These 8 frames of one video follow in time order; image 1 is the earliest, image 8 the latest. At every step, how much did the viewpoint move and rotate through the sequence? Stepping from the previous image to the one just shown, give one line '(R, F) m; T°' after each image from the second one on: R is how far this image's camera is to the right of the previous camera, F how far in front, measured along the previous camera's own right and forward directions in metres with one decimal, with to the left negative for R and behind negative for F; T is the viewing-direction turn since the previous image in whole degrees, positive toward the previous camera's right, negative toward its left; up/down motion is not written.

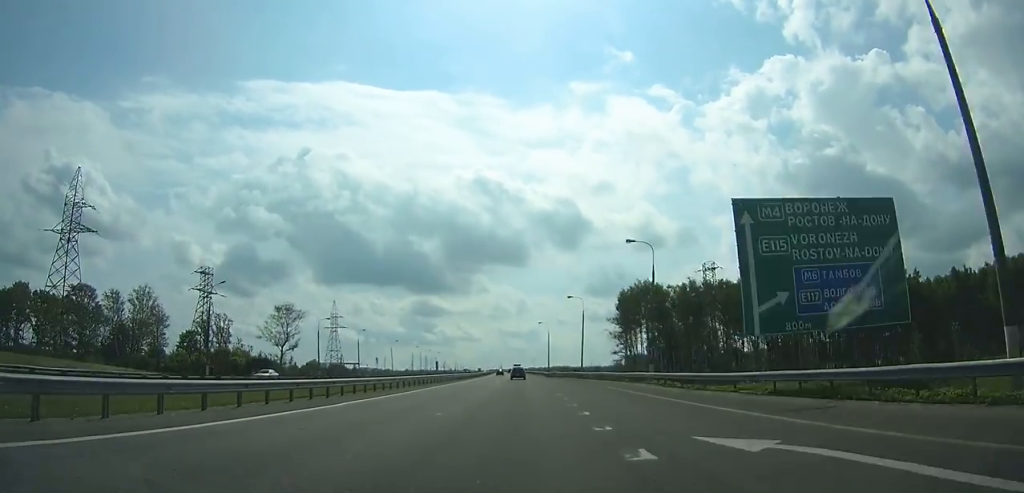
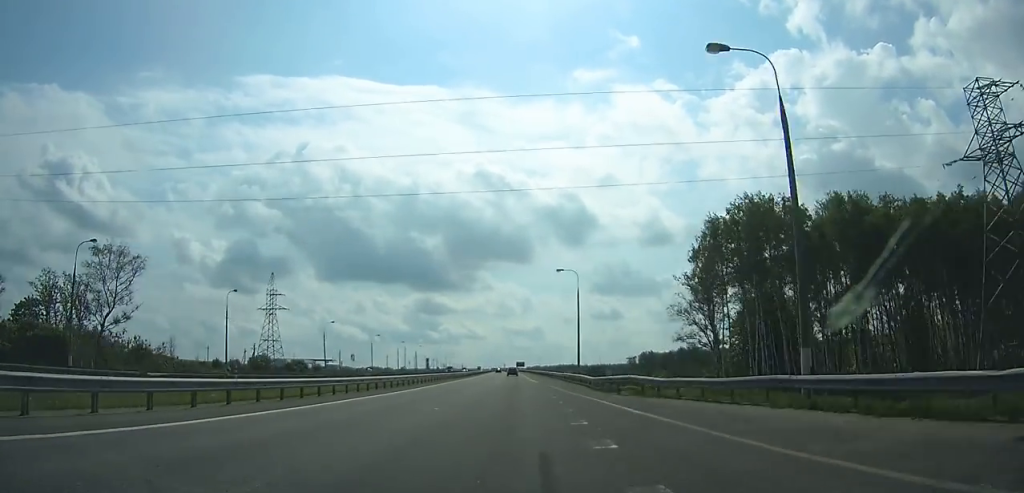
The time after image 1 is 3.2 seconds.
(+0.1, +56.3) m; 0°
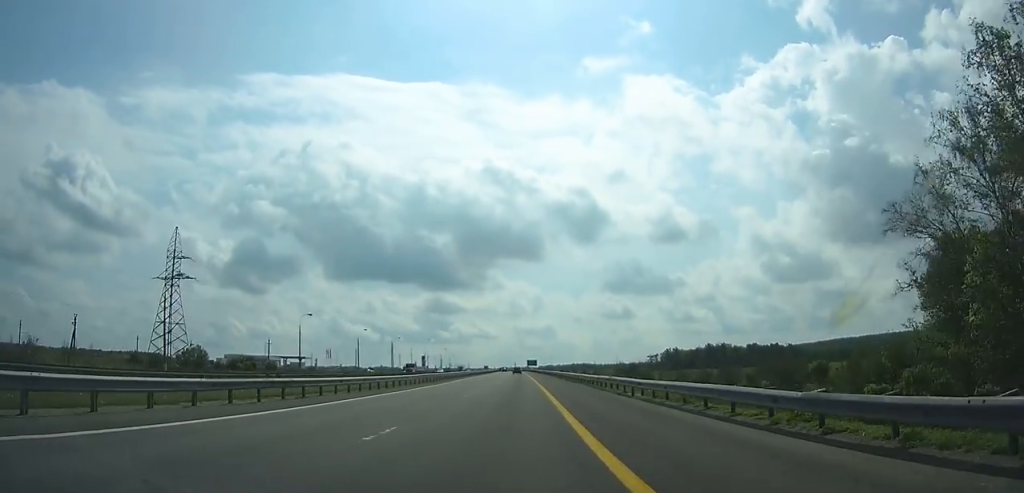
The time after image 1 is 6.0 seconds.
(-0.4, +51.7) m; -1°
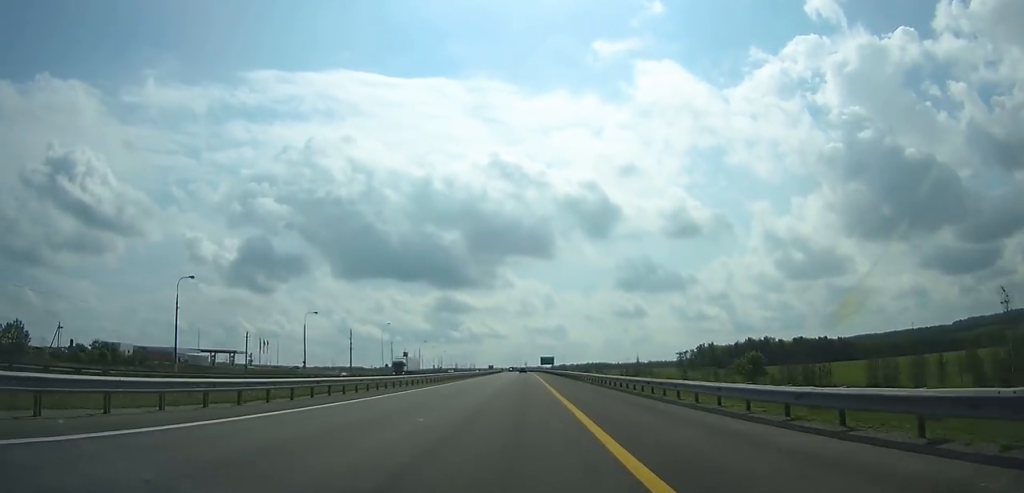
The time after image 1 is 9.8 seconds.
(-1.0, +75.6) m; -1°
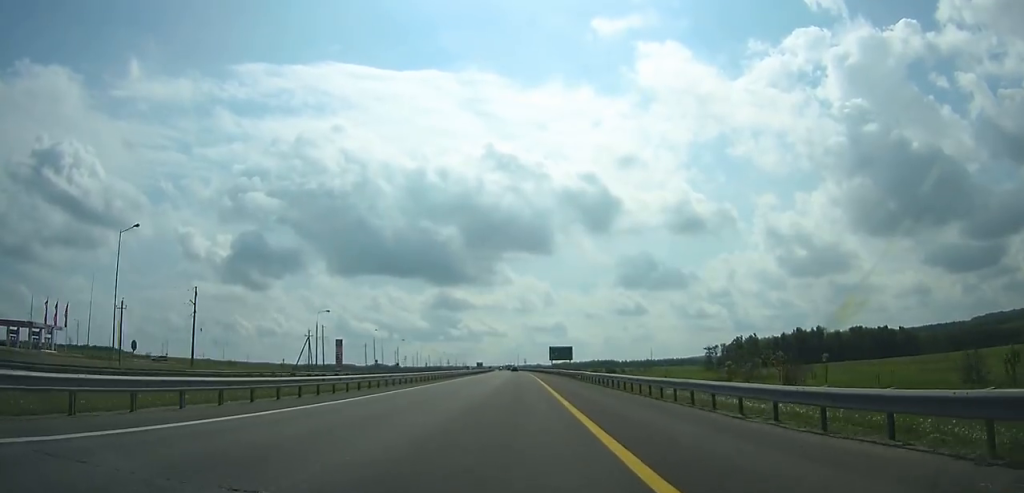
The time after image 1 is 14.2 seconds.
(-0.4, +92.8) m; 0°
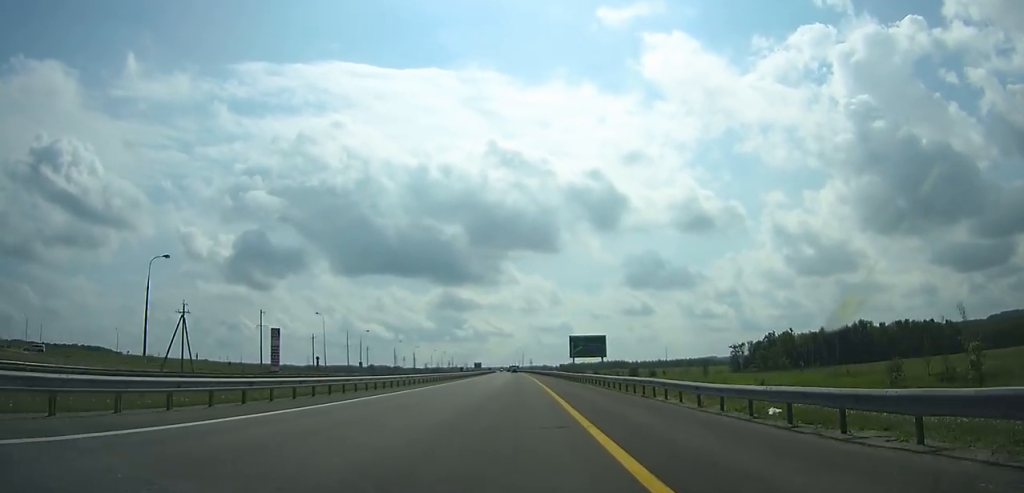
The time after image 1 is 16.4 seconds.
(0.0, +46.2) m; 0°
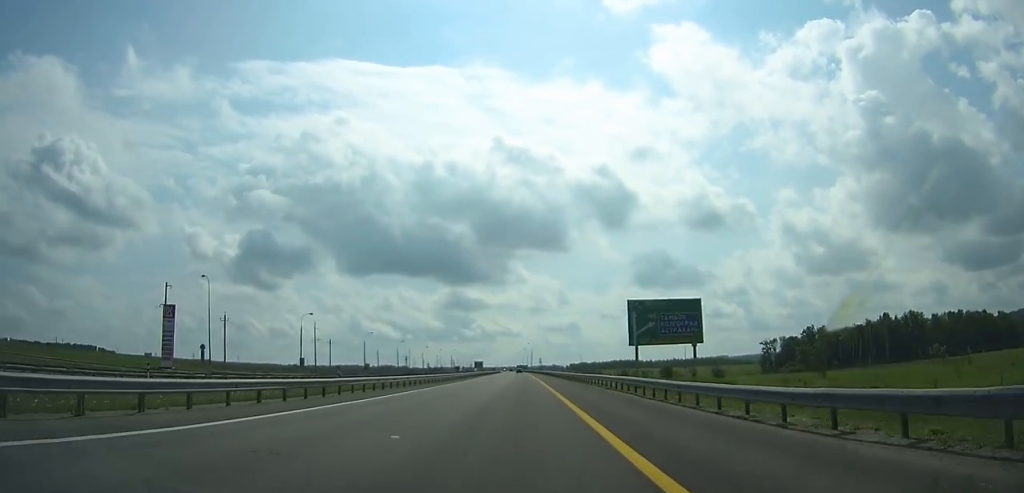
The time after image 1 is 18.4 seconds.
(-0.3, +43.4) m; -1°
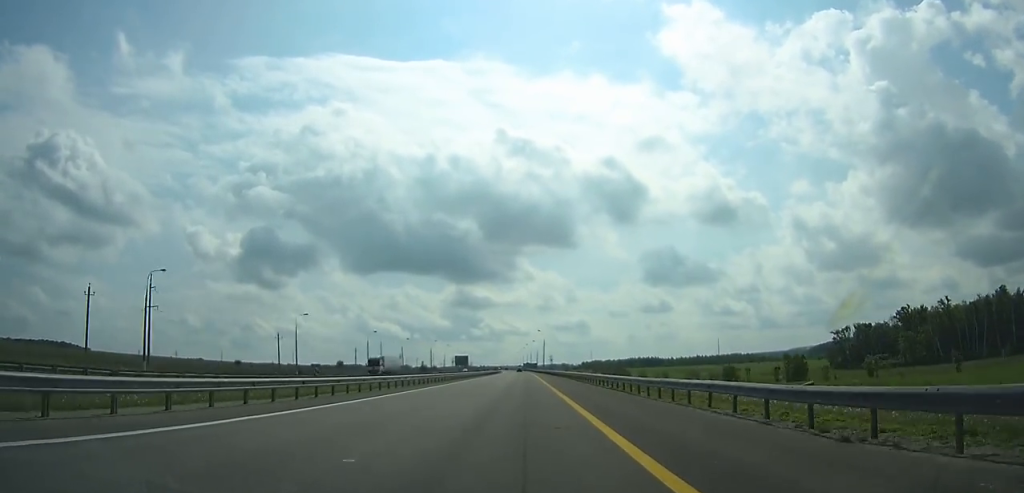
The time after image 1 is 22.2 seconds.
(-0.7, +85.3) m; -1°
